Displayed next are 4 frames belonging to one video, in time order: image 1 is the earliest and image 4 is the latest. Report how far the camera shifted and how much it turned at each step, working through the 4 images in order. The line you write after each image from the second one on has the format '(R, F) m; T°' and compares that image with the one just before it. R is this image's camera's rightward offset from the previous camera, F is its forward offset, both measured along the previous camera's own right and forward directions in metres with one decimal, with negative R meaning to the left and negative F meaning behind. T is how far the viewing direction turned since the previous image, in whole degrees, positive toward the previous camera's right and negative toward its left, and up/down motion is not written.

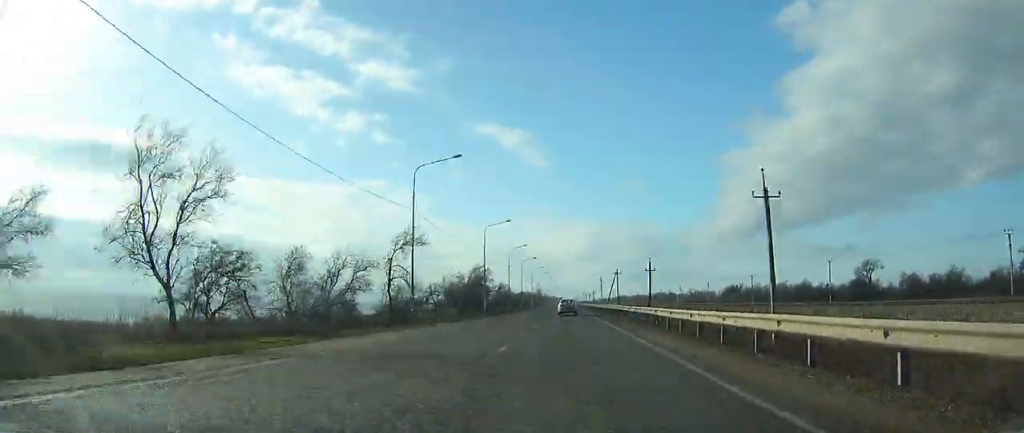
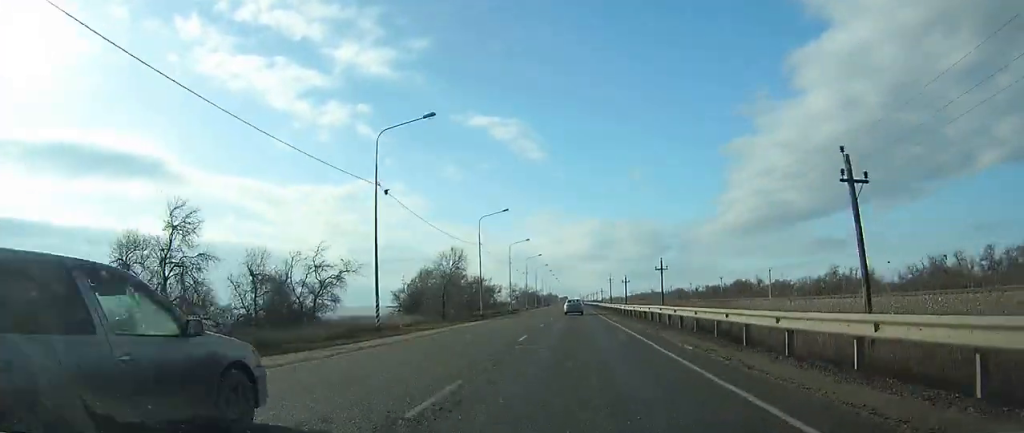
(+0.7, +176.4) m; 0°
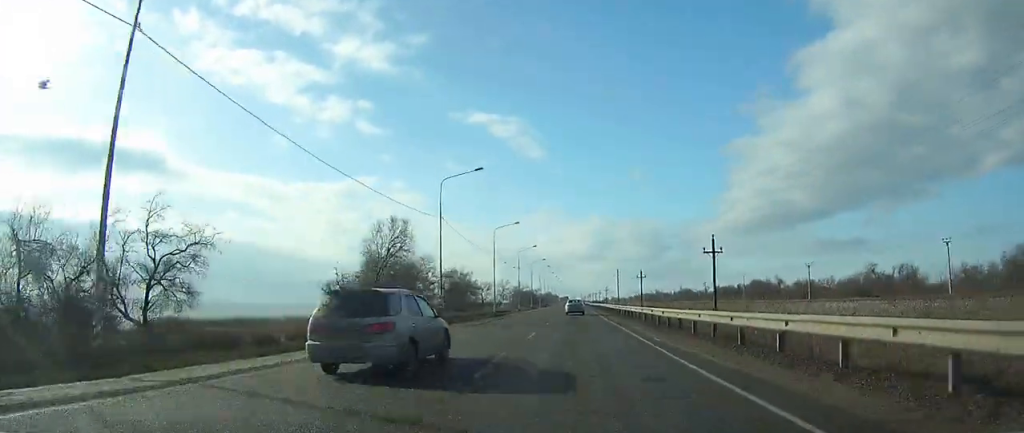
(0.0, +20.3) m; 0°
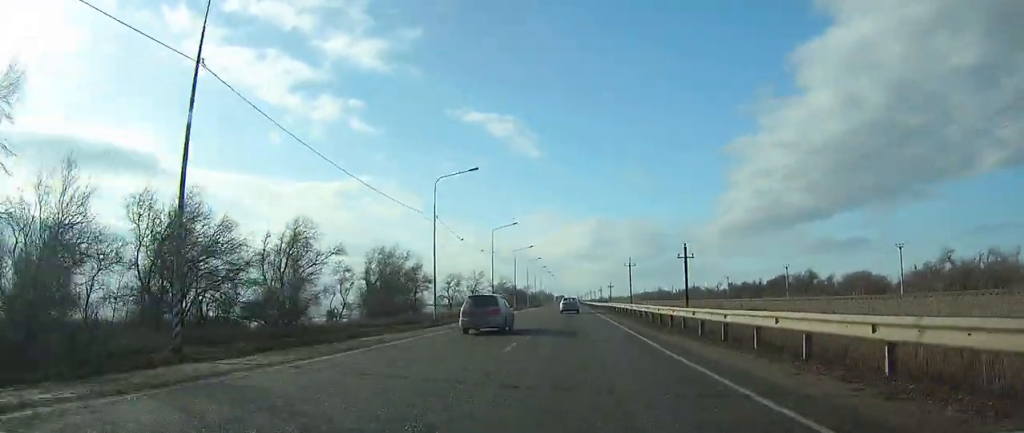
(-0.1, +31.5) m; 0°
